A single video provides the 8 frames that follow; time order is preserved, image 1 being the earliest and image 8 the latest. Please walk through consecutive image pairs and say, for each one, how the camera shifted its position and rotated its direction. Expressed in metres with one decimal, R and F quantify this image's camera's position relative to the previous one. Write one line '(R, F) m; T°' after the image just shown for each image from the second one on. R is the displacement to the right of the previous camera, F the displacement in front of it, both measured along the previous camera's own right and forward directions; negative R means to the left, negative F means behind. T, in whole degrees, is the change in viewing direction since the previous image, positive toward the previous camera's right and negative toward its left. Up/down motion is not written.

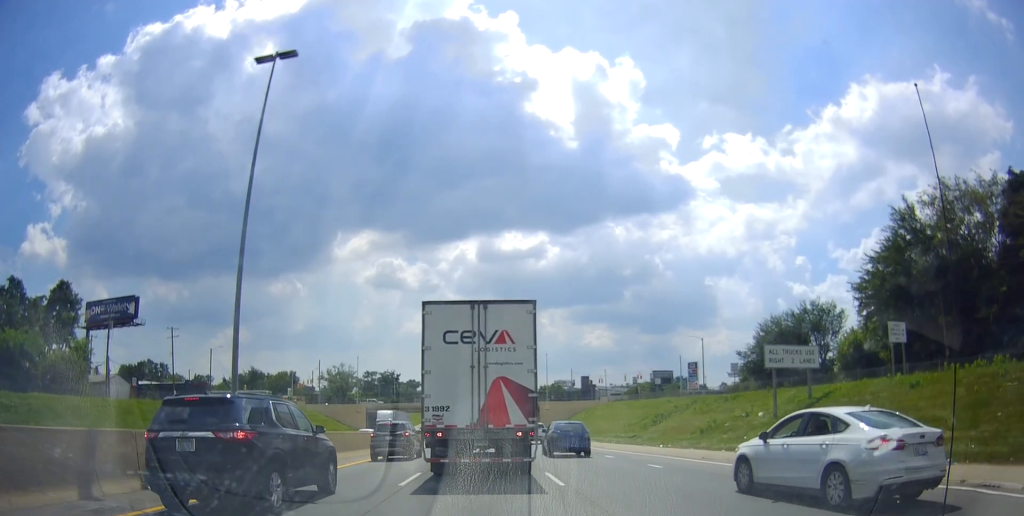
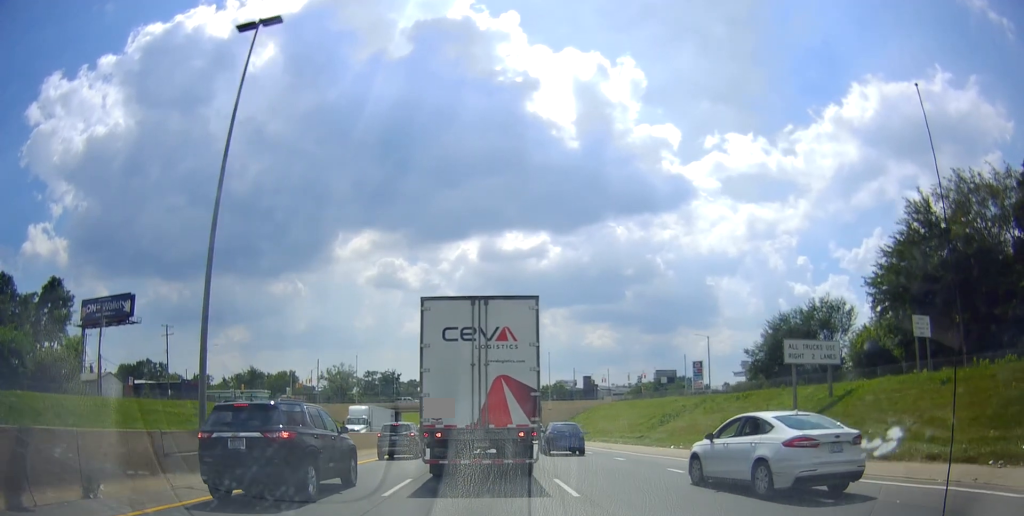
(0.0, +2.3) m; 0°
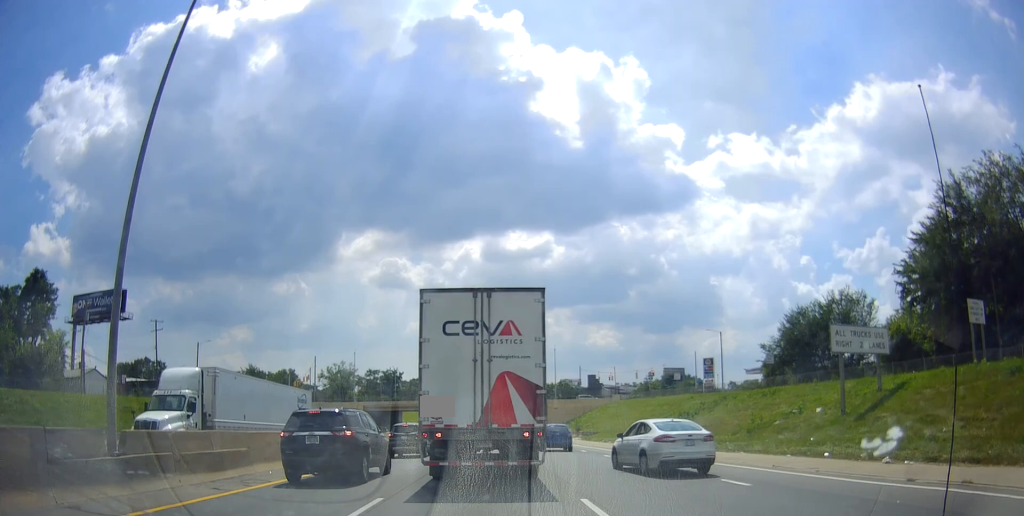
(0.0, +4.7) m; 0°
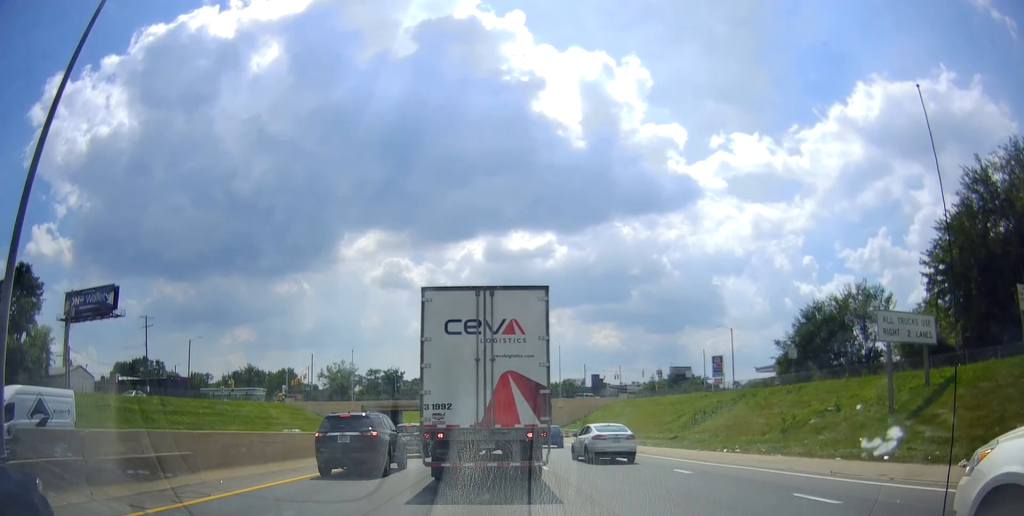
(0.0, +3.8) m; 0°
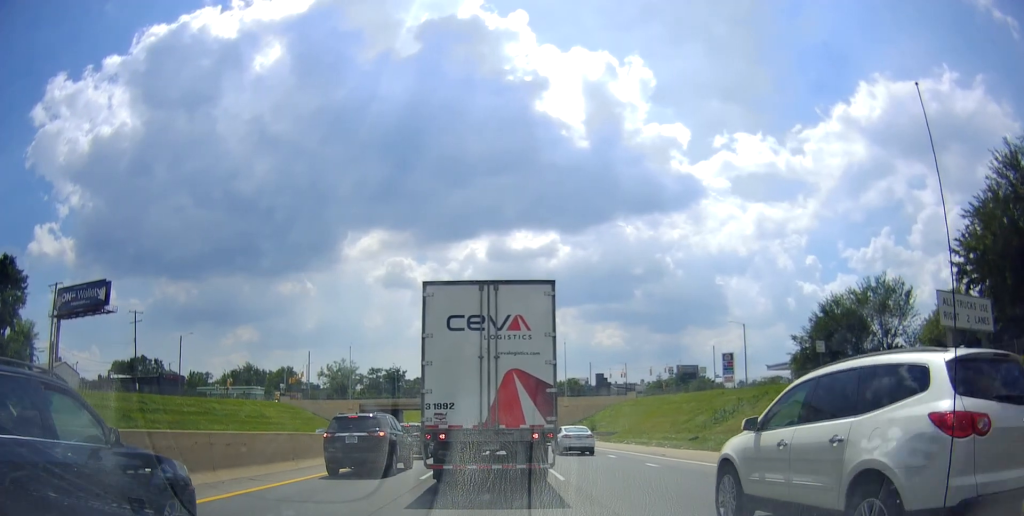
(0.0, +3.7) m; 0°
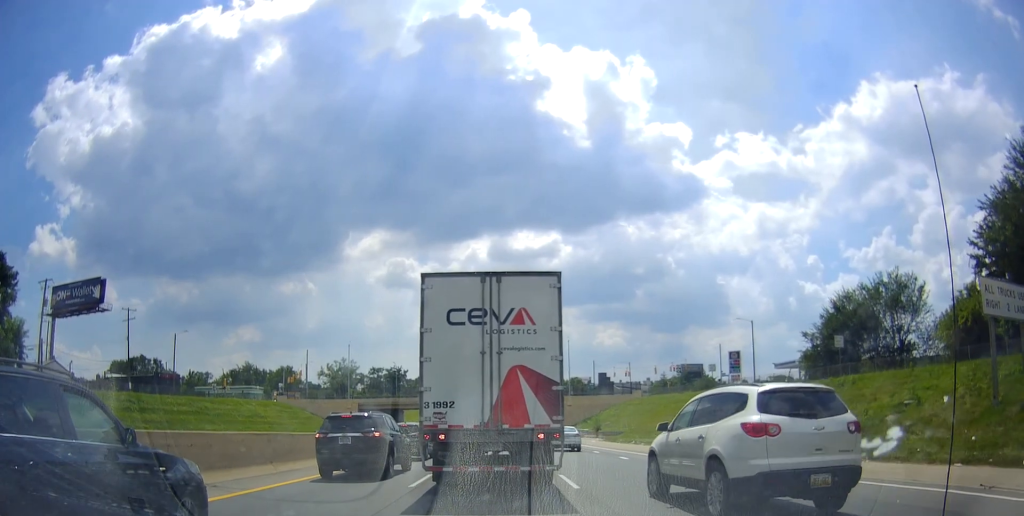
(0.0, +2.1) m; 0°
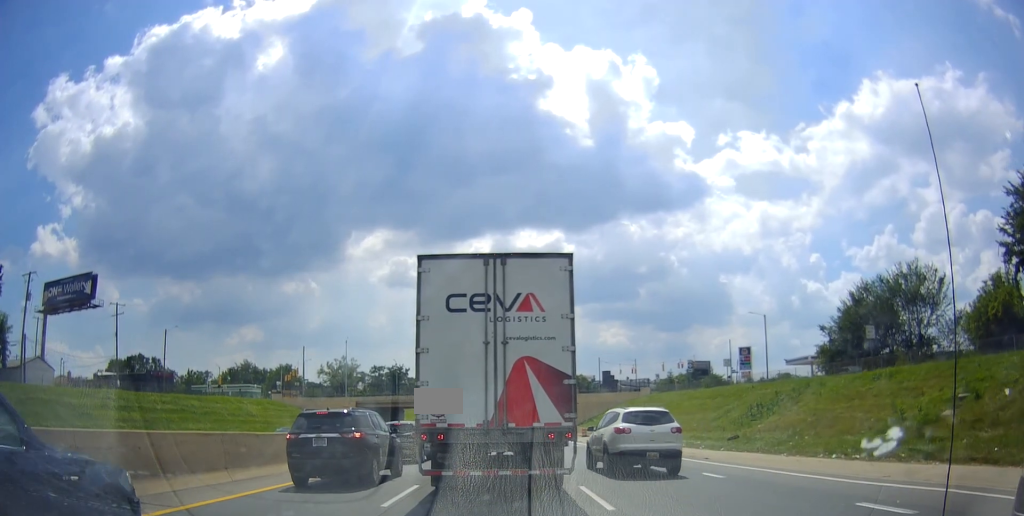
(0.0, +3.5) m; 0°
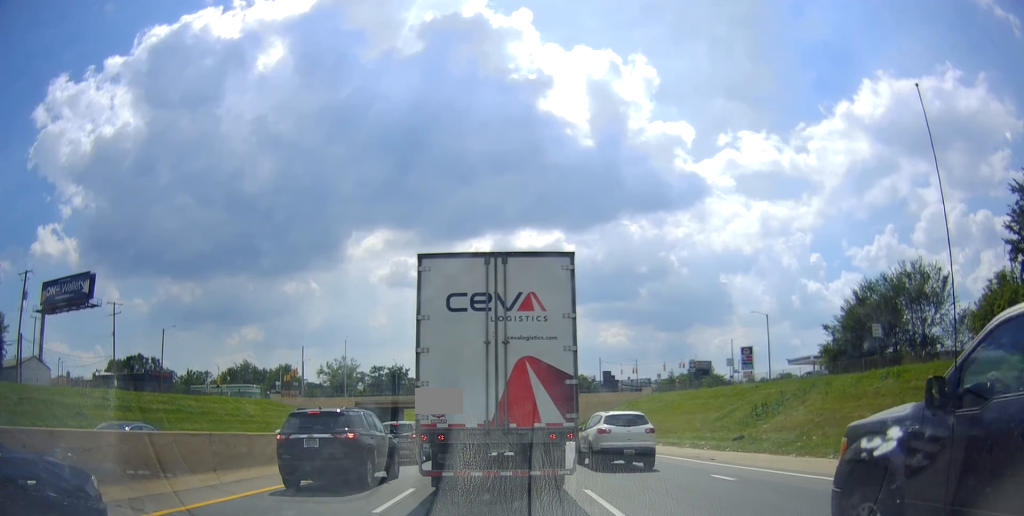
(0.0, +0.8) m; 0°
